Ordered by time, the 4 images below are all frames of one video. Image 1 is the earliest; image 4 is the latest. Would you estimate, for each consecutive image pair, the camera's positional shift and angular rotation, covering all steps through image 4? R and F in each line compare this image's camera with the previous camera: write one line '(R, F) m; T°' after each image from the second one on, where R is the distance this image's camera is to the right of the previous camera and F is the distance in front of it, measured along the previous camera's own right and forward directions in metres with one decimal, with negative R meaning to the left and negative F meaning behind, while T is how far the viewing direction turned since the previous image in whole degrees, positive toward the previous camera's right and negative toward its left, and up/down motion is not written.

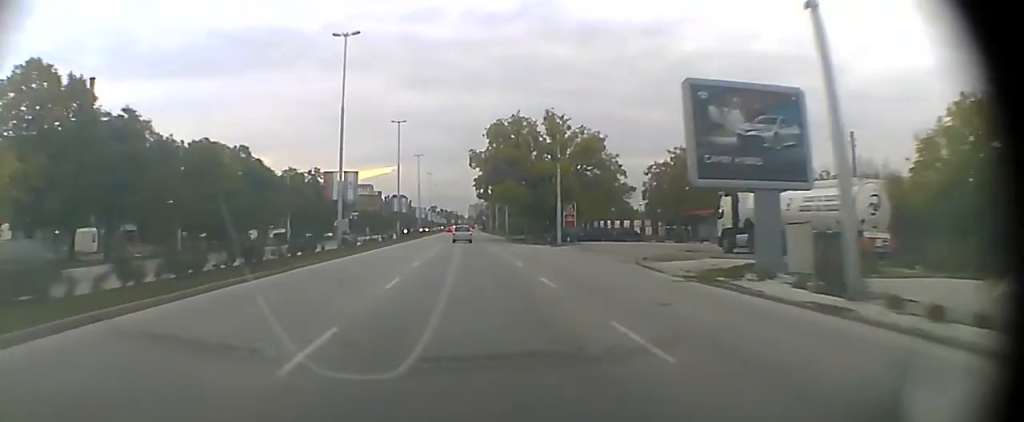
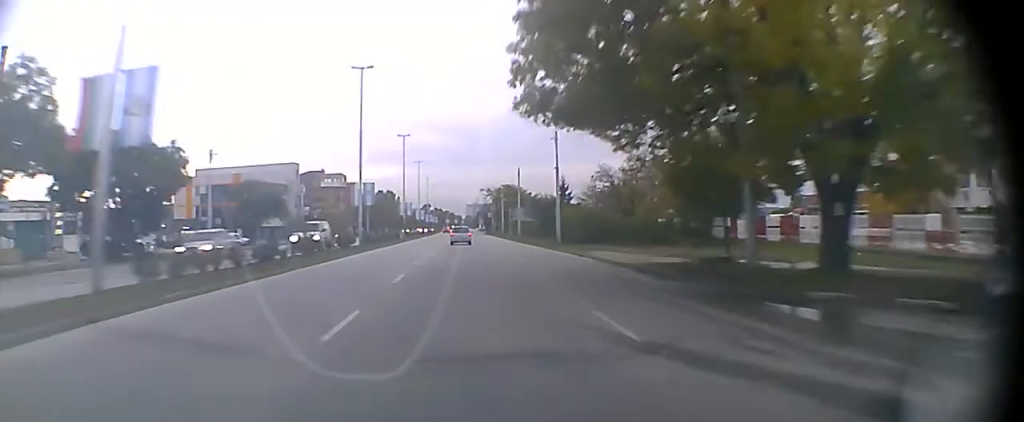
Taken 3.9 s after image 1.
(+0.3, +60.0) m; 0°
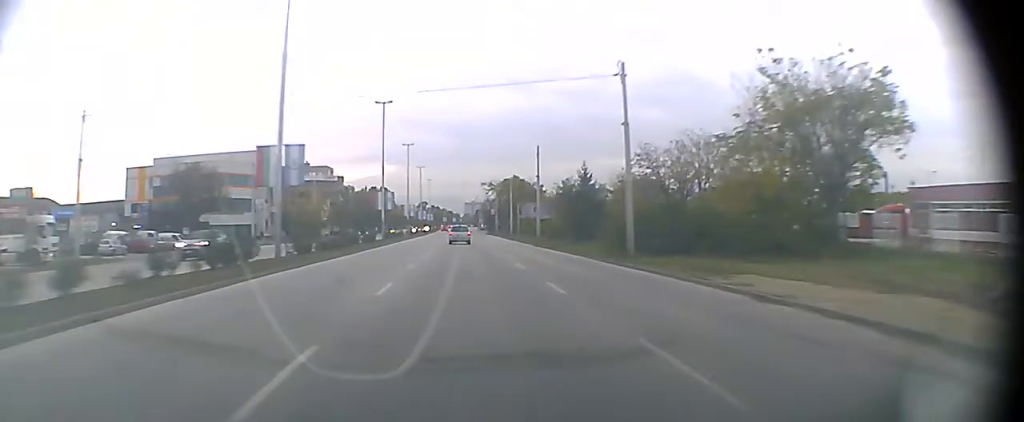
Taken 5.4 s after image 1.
(0.0, +22.7) m; 0°
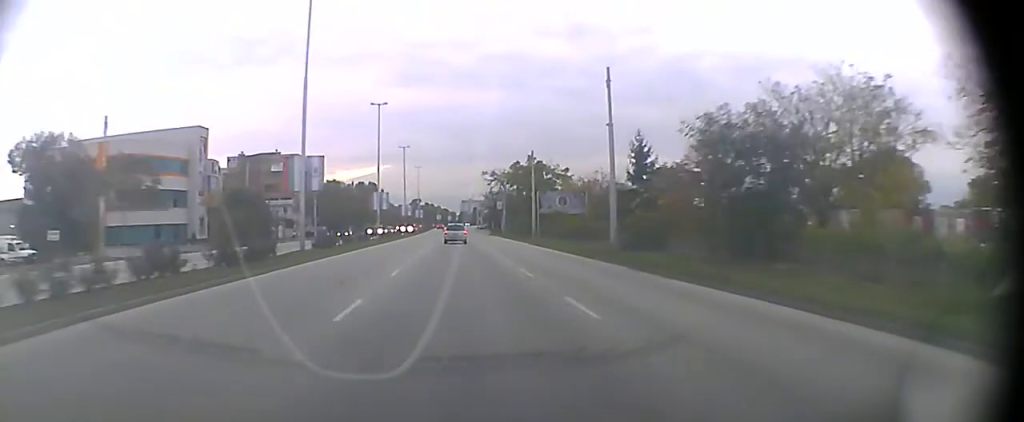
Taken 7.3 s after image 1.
(0.0, +29.9) m; 0°
